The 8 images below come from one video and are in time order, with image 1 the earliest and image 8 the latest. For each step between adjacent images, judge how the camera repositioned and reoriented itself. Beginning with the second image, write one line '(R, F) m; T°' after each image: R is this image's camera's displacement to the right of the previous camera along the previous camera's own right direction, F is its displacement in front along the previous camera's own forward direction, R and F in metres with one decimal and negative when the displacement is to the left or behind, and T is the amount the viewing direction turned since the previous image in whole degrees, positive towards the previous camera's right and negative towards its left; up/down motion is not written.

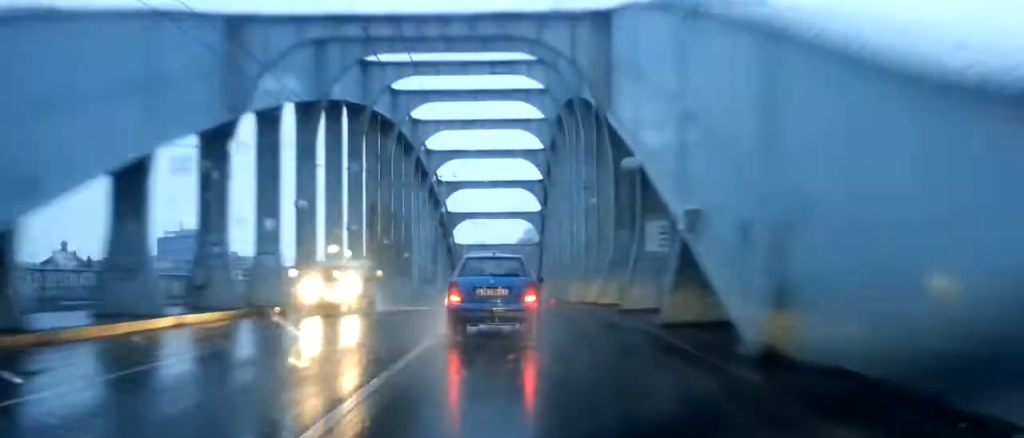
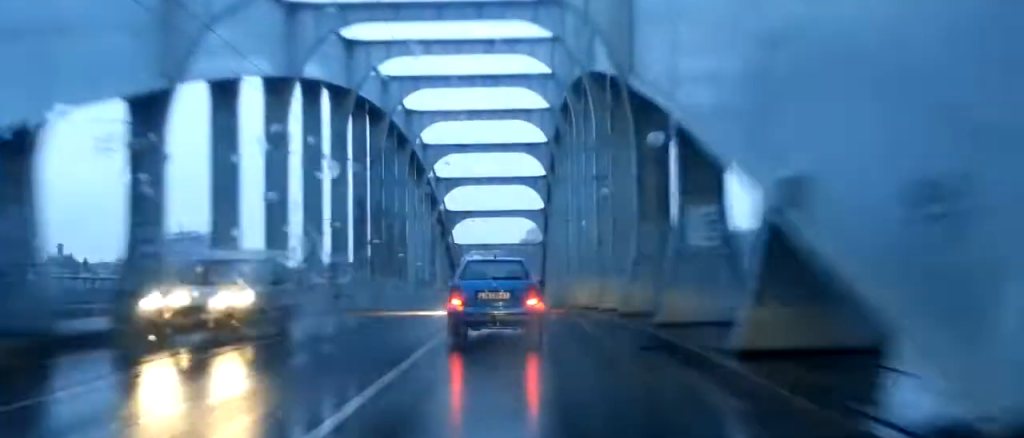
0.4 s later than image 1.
(0.0, +4.3) m; 0°
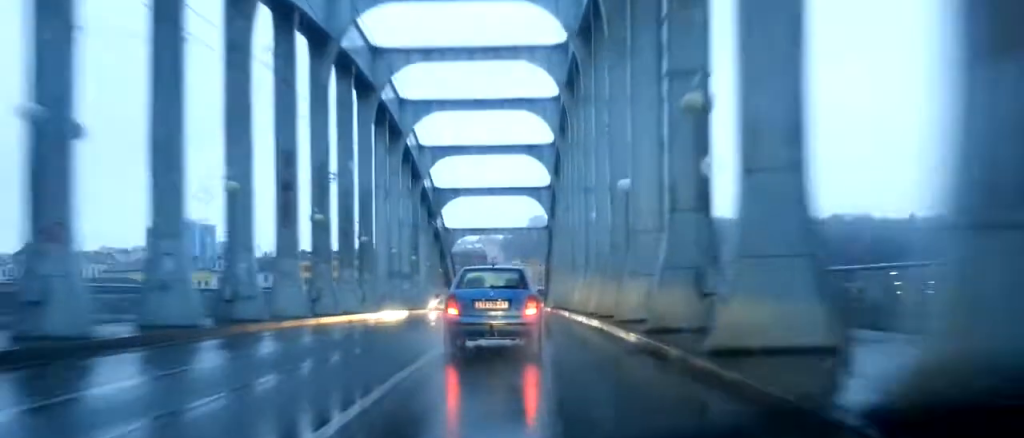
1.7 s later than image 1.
(+0.1, +13.2) m; +3°
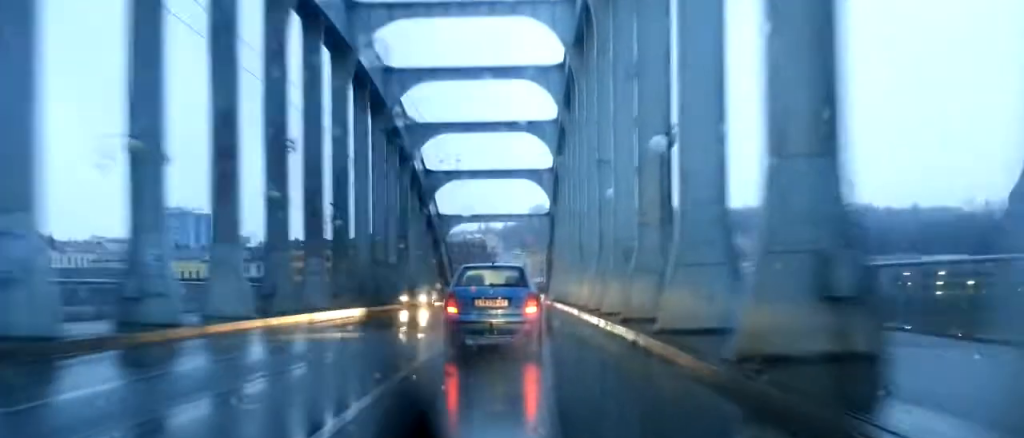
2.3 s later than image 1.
(+0.1, +6.0) m; +2°
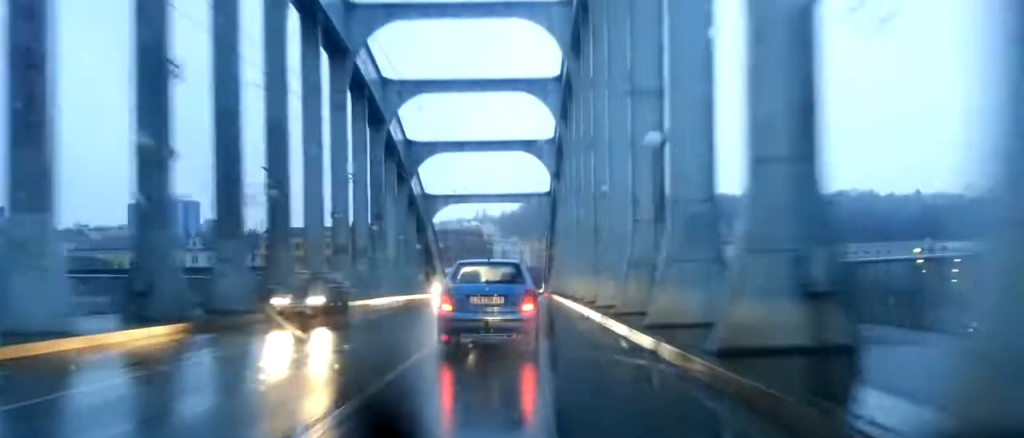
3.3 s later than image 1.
(+0.2, +9.4) m; +1°
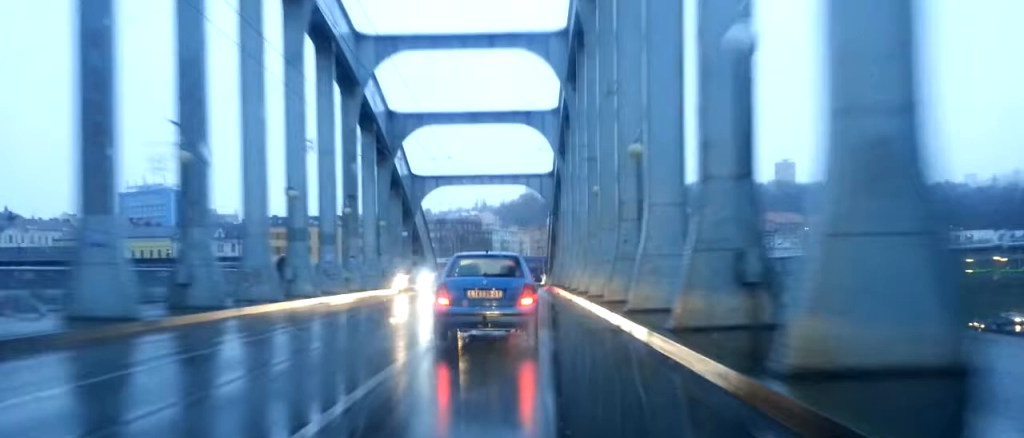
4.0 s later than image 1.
(0.0, +7.1) m; -1°
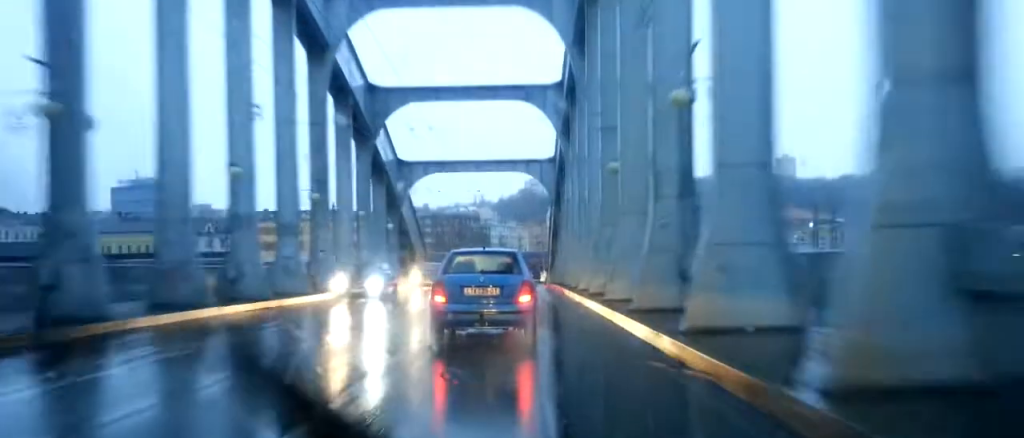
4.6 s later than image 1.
(0.0, +5.7) m; -1°
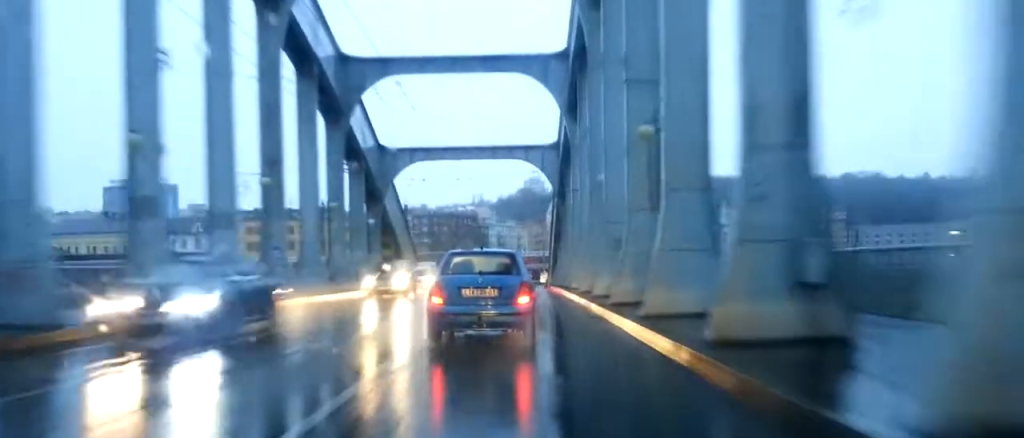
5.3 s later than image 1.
(-0.1, +6.3) m; -1°
